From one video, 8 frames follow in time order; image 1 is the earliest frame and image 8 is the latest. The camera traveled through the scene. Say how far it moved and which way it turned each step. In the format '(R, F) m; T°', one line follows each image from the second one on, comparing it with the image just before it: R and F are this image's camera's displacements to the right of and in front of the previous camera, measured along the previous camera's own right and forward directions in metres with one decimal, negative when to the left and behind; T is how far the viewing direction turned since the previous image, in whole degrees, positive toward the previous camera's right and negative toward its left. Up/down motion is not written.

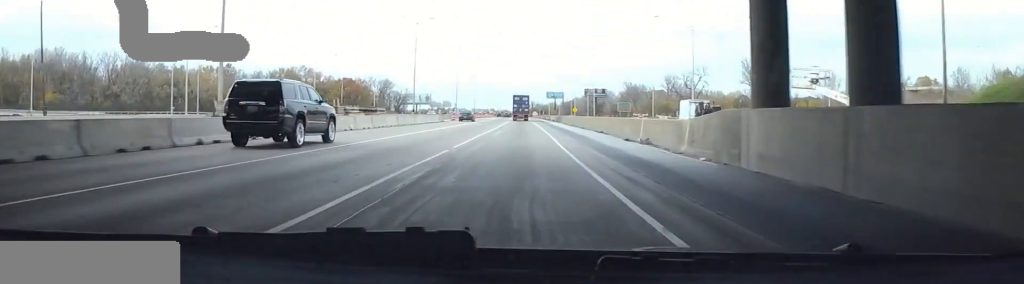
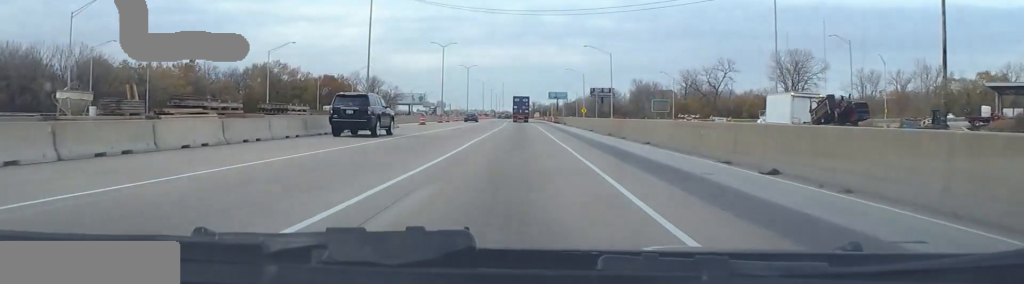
(-0.2, +28.0) m; -2°
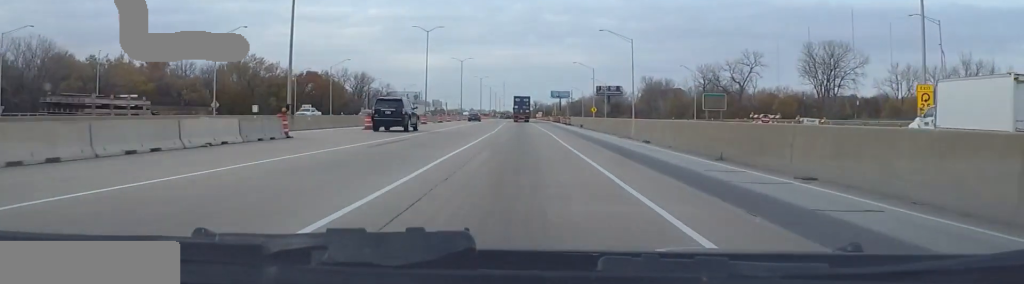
(-0.8, +22.5) m; 0°
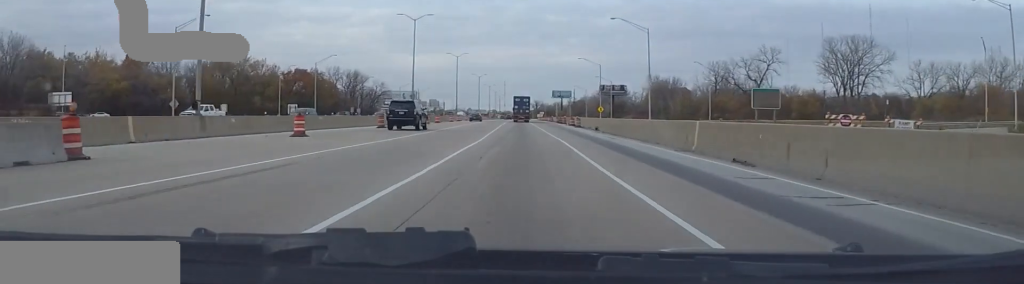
(+0.3, +12.7) m; +1°
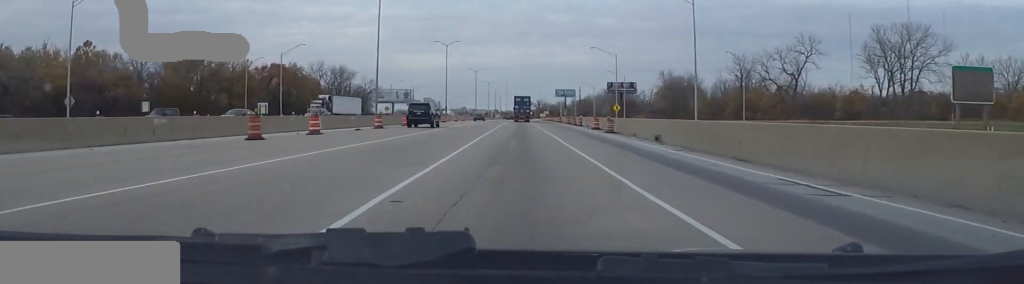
(+0.6, +23.5) m; +1°
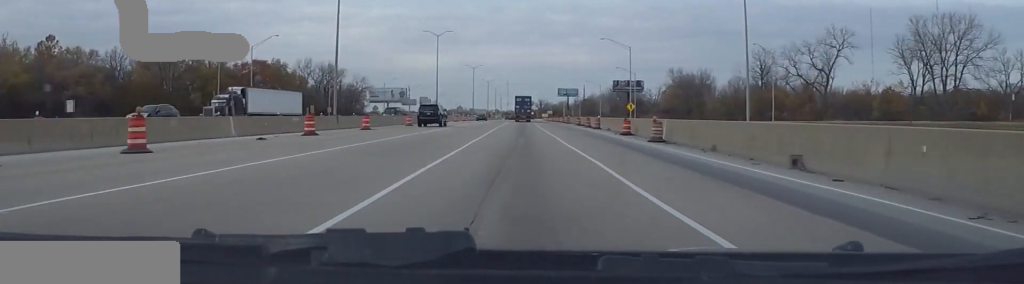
(0.0, +15.2) m; 0°
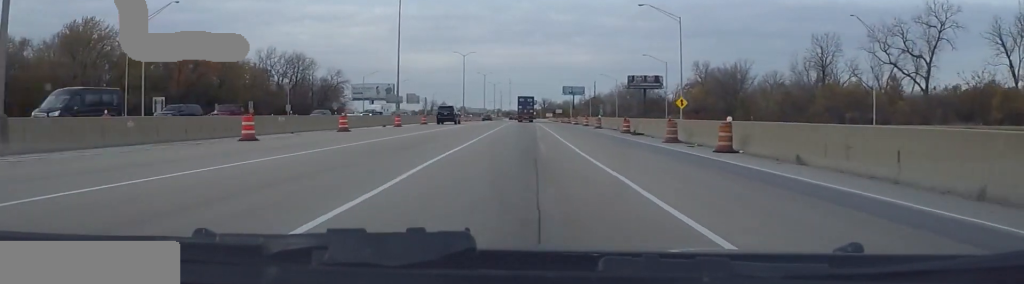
(0.0, +34.4) m; 0°
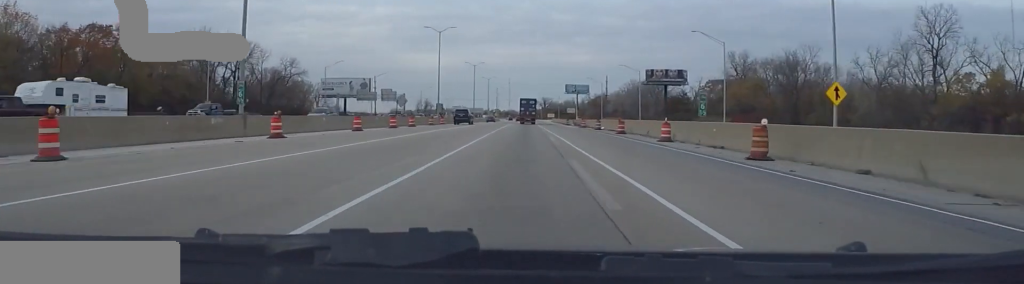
(0.0, +39.8) m; 0°
